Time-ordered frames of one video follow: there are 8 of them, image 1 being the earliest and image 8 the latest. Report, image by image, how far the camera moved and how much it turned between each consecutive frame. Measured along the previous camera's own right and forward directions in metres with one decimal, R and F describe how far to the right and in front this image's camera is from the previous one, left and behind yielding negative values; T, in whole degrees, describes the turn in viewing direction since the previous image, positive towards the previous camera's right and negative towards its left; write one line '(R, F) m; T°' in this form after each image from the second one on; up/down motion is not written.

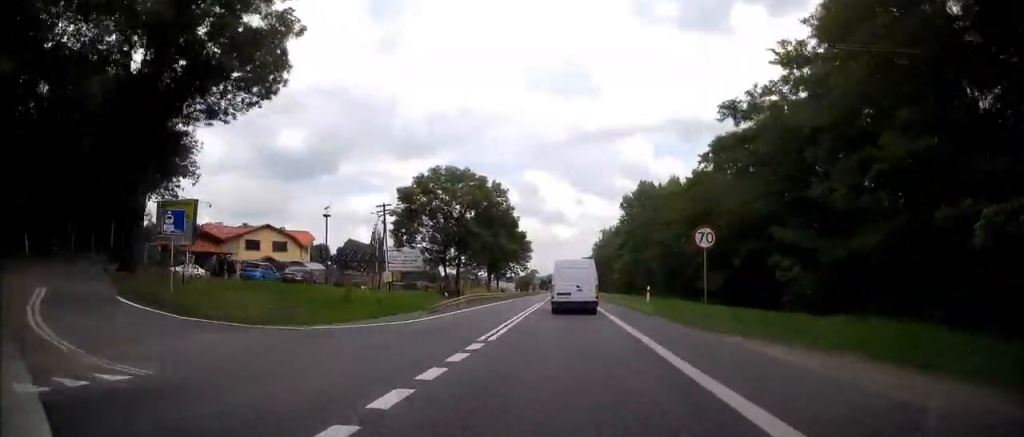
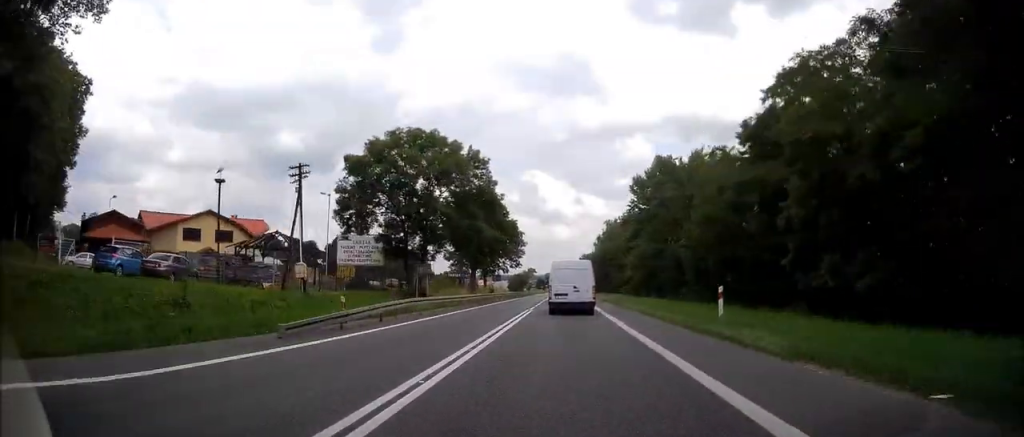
(0.0, +16.2) m; 0°
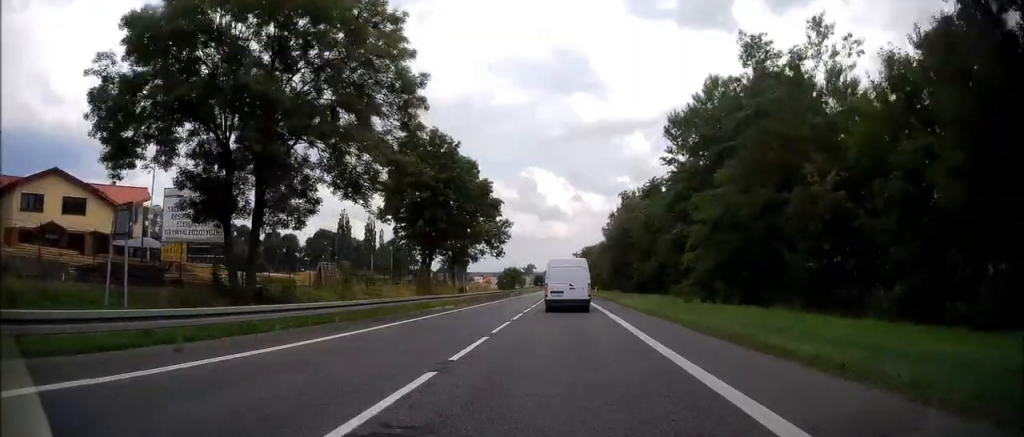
(+0.2, +28.5) m; +1°
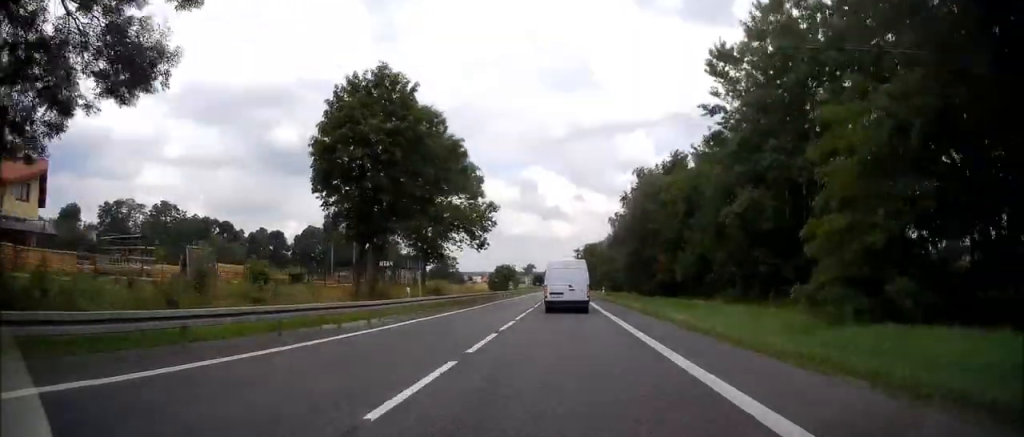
(+0.1, +16.1) m; 0°
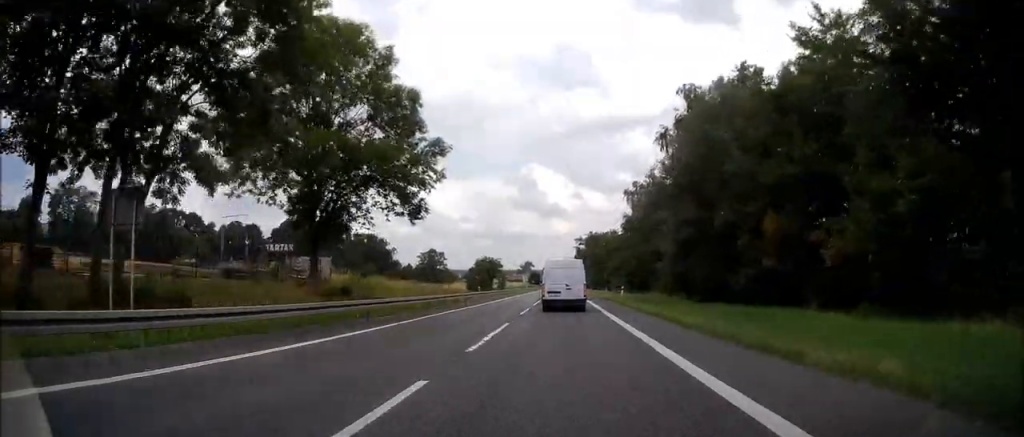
(-0.2, +25.4) m; -1°
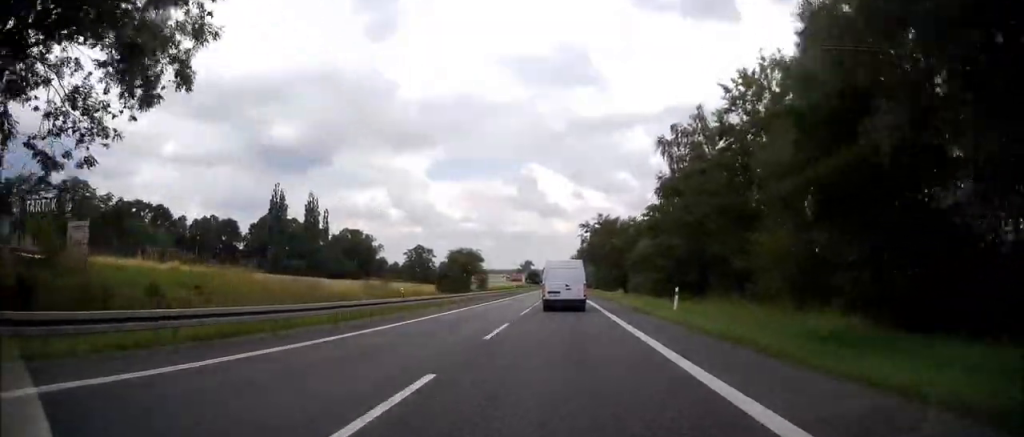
(-0.1, +22.4) m; 0°
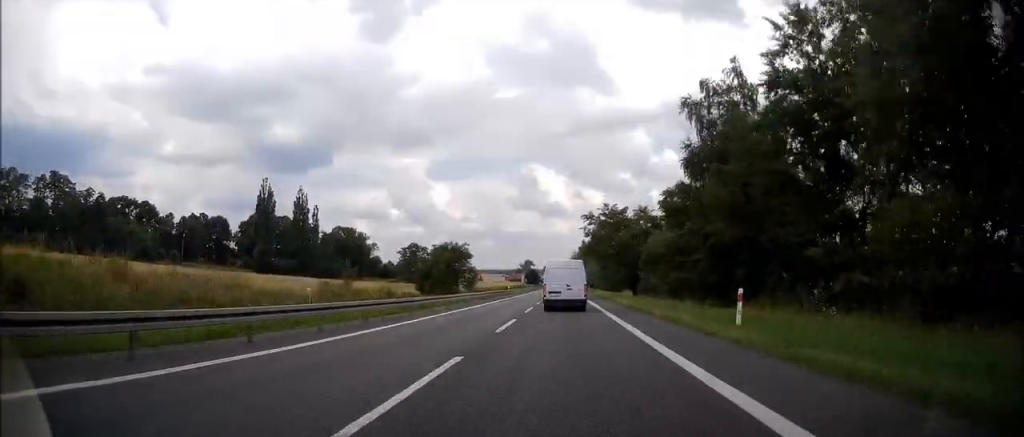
(0.0, +9.3) m; 0°
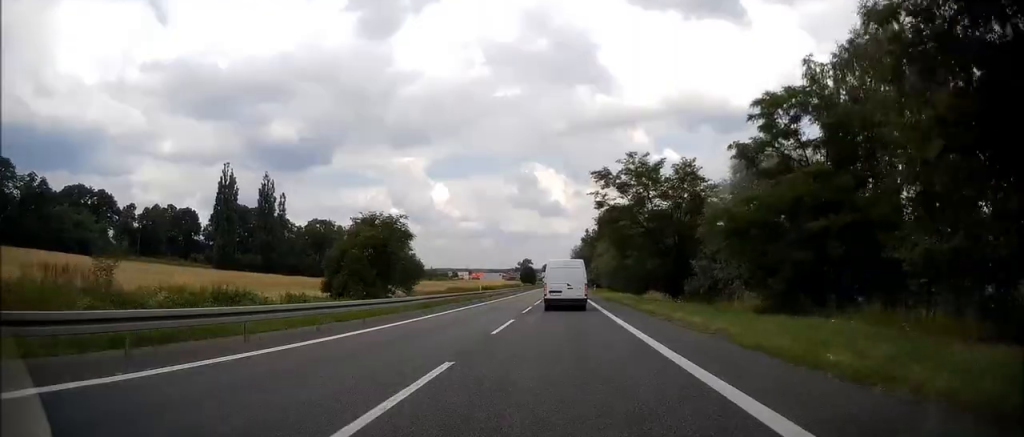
(+0.1, +24.2) m; 0°
